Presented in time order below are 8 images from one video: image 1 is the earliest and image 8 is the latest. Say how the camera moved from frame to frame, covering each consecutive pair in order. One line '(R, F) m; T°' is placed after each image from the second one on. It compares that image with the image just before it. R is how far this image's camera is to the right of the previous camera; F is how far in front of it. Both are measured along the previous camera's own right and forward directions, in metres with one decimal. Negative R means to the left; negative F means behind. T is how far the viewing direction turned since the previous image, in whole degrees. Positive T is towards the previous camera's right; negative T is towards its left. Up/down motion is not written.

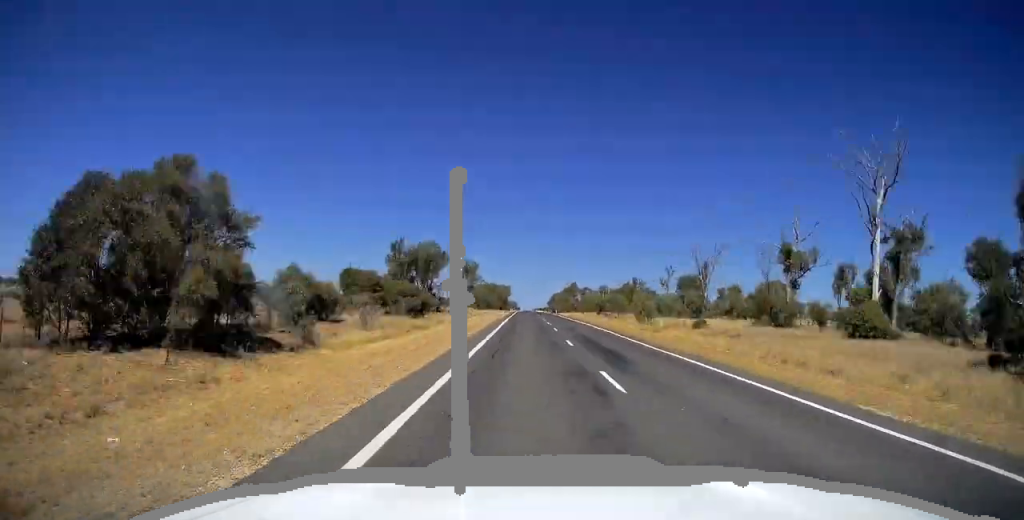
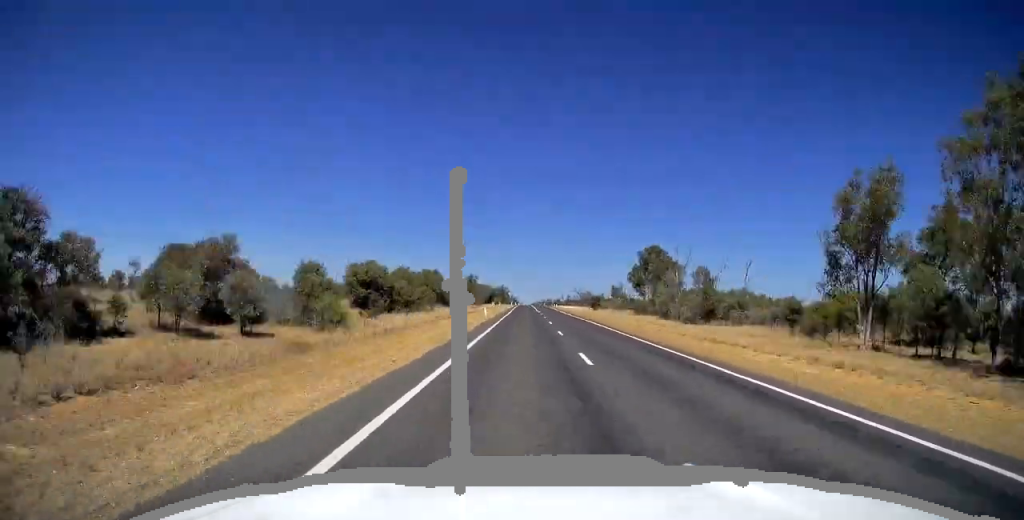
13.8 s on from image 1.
(-1.4, +384.6) m; 0°
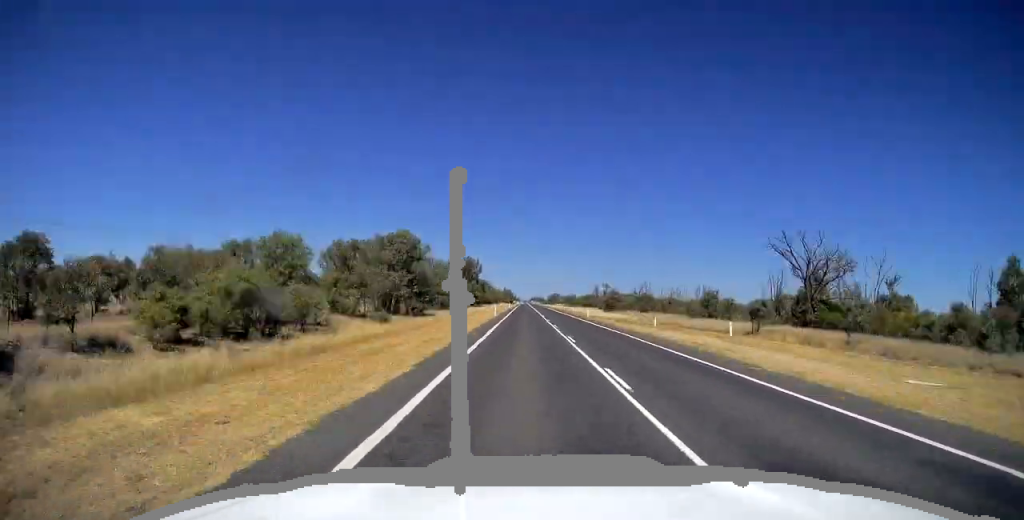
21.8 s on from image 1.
(+0.3, +224.1) m; 0°
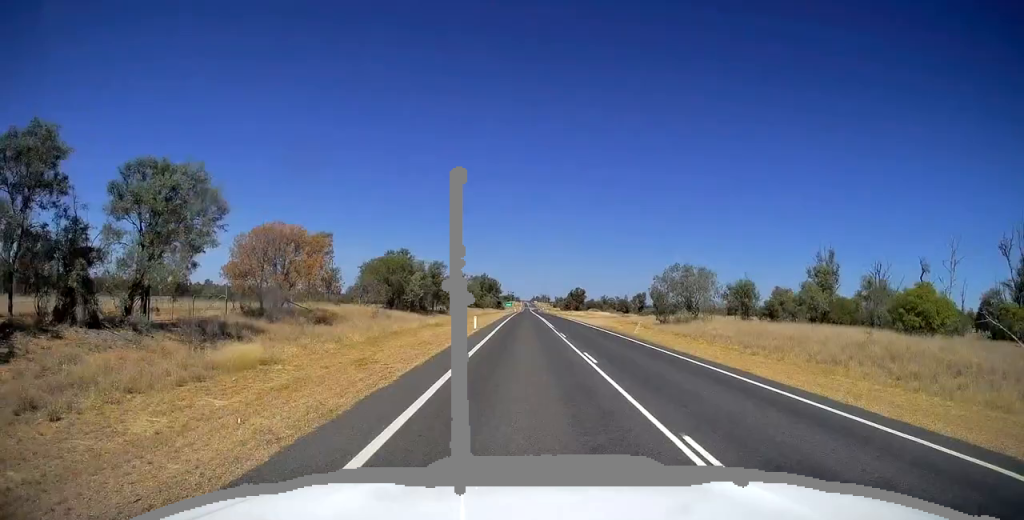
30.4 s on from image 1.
(+0.6, +242.2) m; 0°
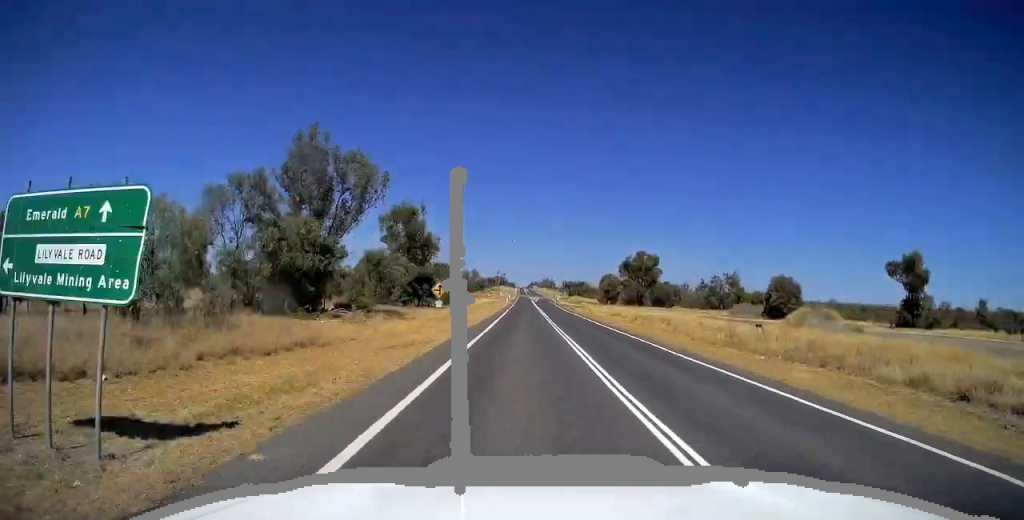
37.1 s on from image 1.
(0.0, +188.3) m; 0°
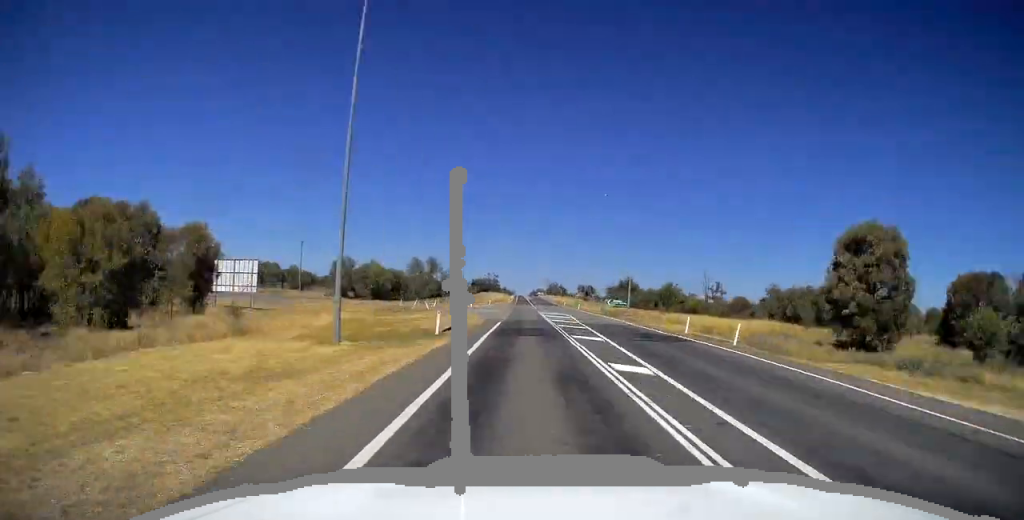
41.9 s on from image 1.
(0.0, +134.4) m; 0°
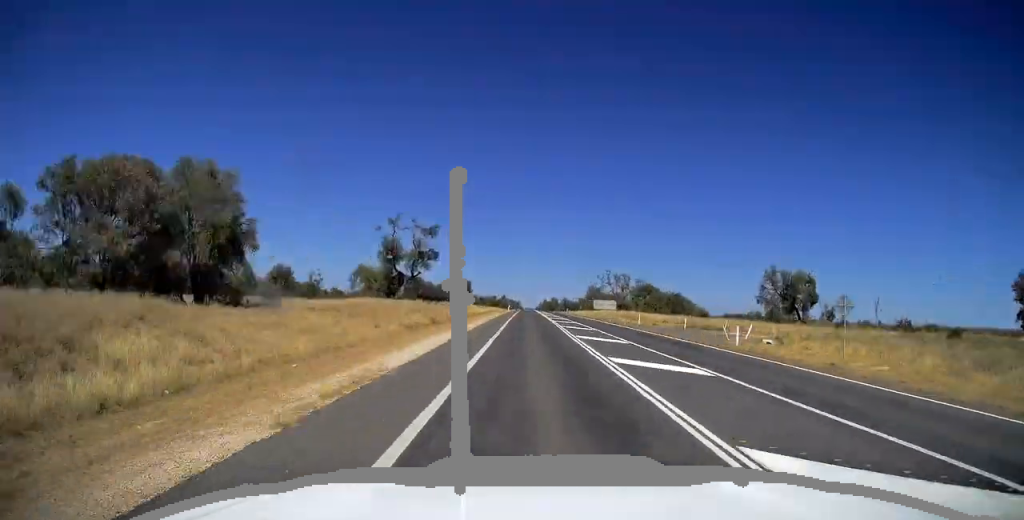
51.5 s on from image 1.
(-0.7, +268.8) m; 0°
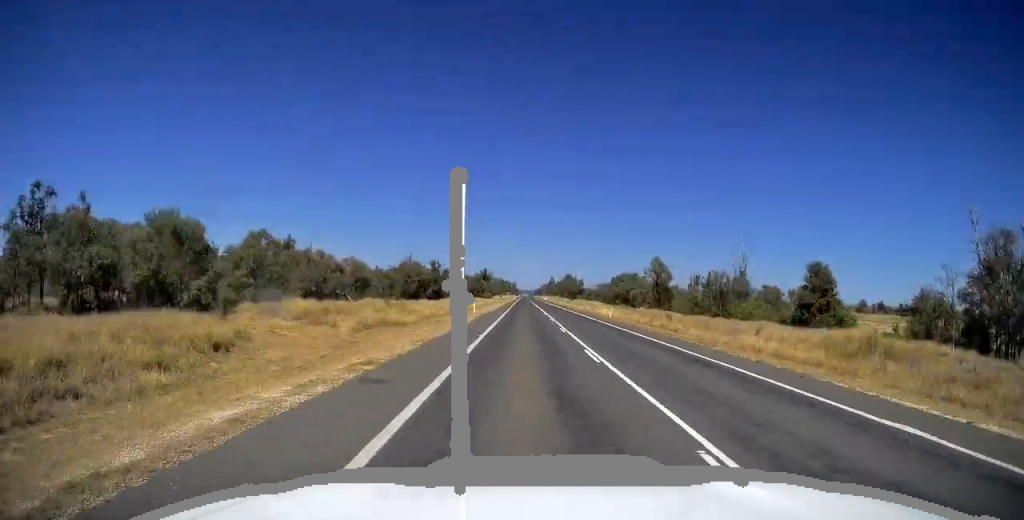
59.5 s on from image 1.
(+0.1, +224.1) m; 0°
